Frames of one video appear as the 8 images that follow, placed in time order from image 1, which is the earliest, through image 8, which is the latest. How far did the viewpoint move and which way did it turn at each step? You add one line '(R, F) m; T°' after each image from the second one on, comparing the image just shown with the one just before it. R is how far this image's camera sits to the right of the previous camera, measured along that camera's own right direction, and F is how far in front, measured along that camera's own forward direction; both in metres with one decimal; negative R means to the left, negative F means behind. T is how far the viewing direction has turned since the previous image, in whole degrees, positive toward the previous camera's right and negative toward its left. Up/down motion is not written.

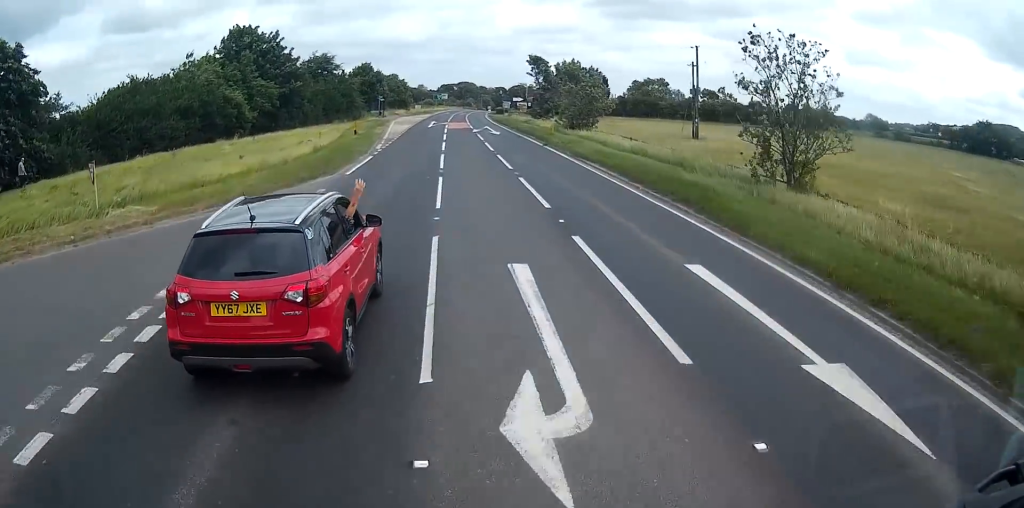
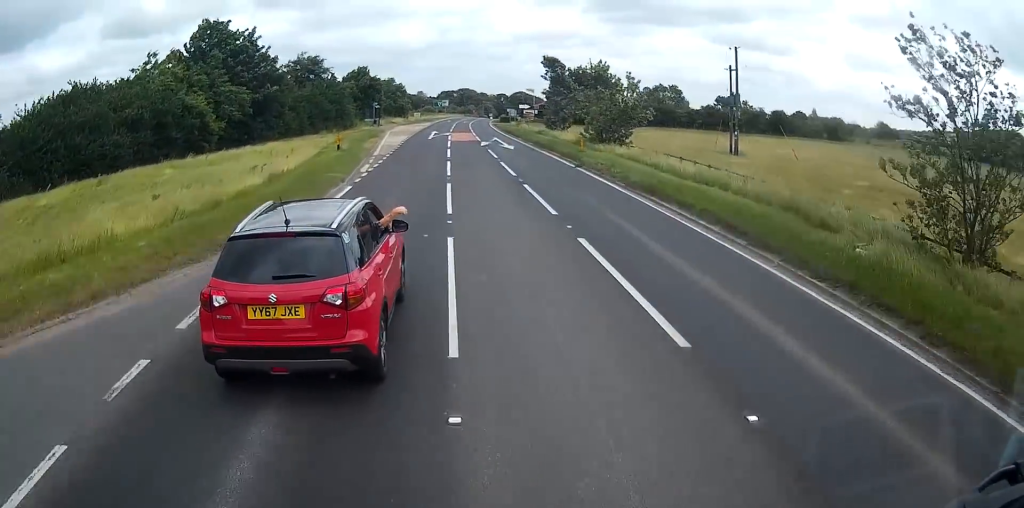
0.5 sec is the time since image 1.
(+0.1, +8.6) m; 0°
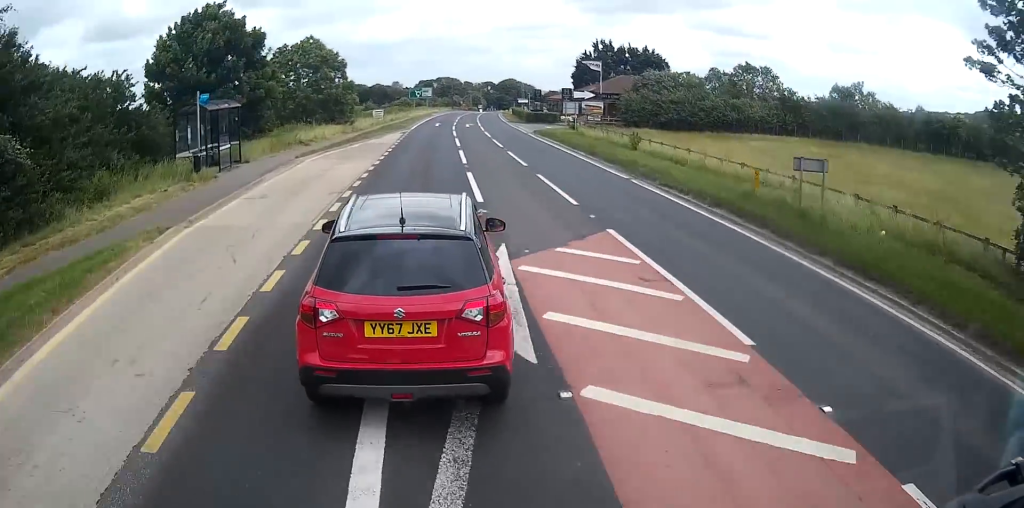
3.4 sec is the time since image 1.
(+0.4, +54.4) m; +3°
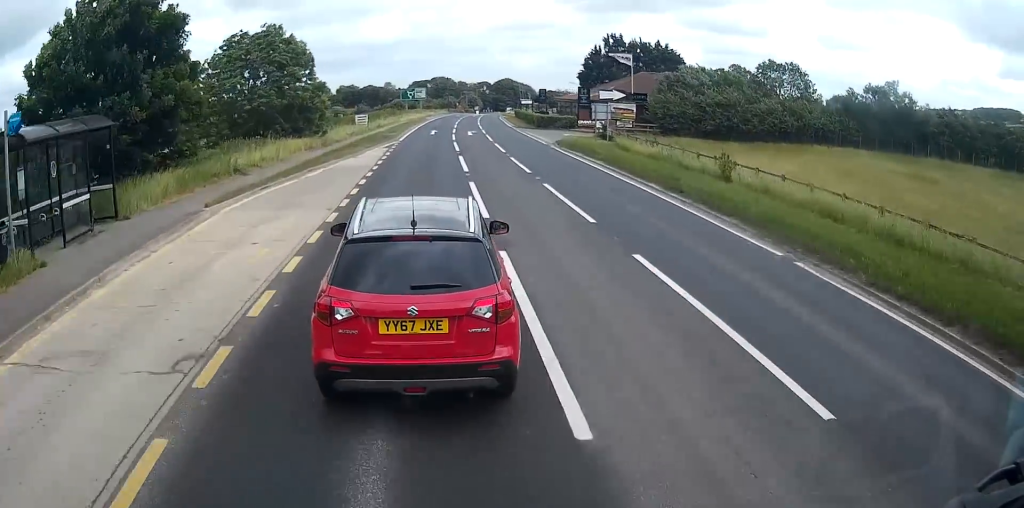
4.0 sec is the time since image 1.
(+0.1, +10.8) m; +1°
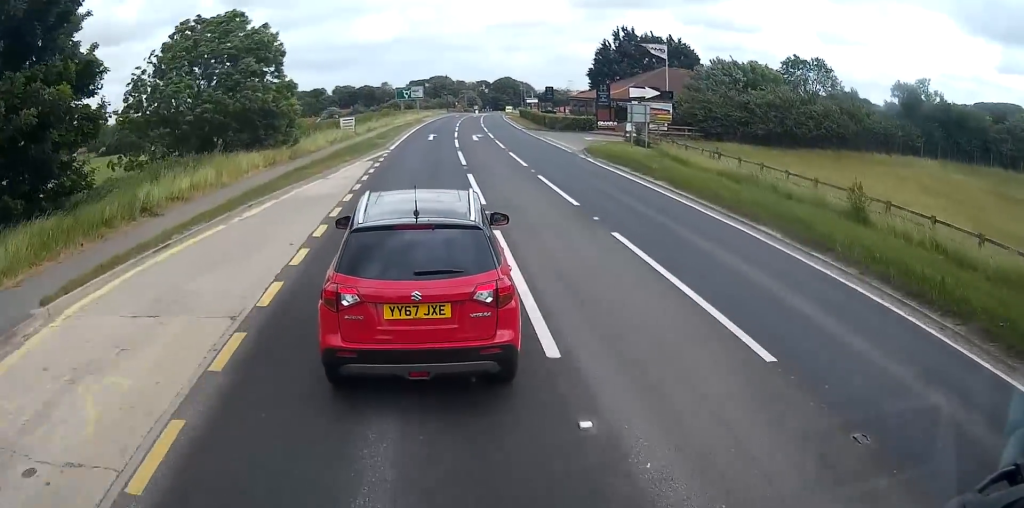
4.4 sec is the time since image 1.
(0.0, +7.5) m; 0°
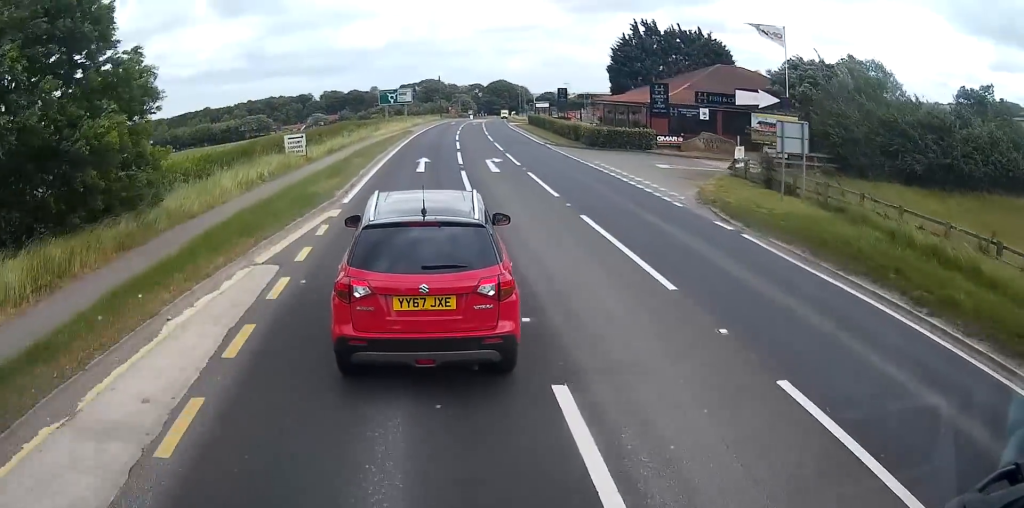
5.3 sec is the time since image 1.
(+0.1, +15.0) m; +1°
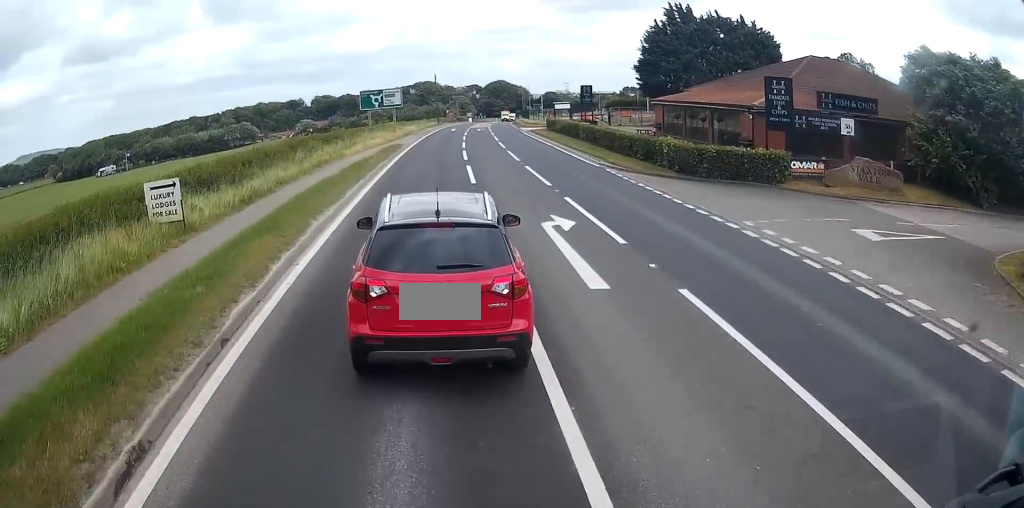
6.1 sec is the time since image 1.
(+0.1, +14.3) m; +1°
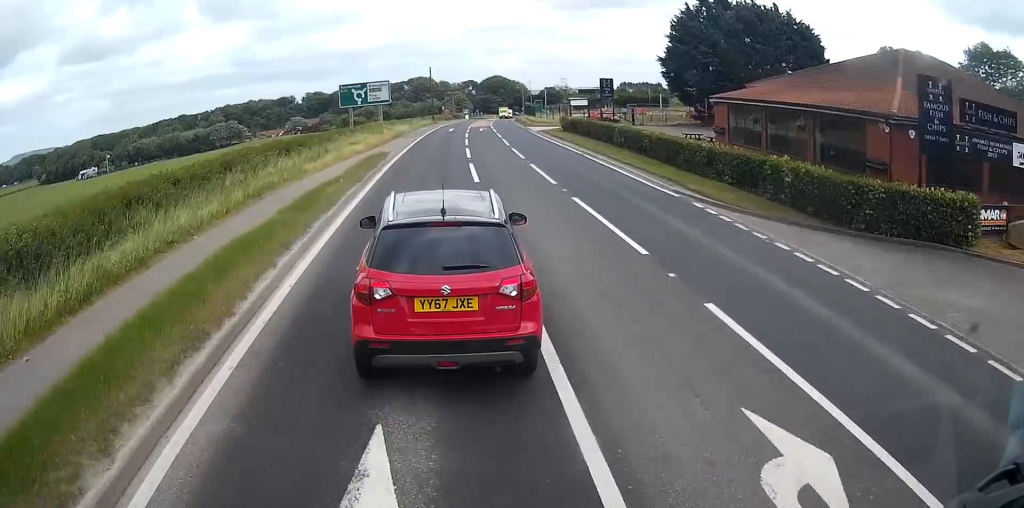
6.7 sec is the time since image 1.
(0.0, +9.2) m; 0°
